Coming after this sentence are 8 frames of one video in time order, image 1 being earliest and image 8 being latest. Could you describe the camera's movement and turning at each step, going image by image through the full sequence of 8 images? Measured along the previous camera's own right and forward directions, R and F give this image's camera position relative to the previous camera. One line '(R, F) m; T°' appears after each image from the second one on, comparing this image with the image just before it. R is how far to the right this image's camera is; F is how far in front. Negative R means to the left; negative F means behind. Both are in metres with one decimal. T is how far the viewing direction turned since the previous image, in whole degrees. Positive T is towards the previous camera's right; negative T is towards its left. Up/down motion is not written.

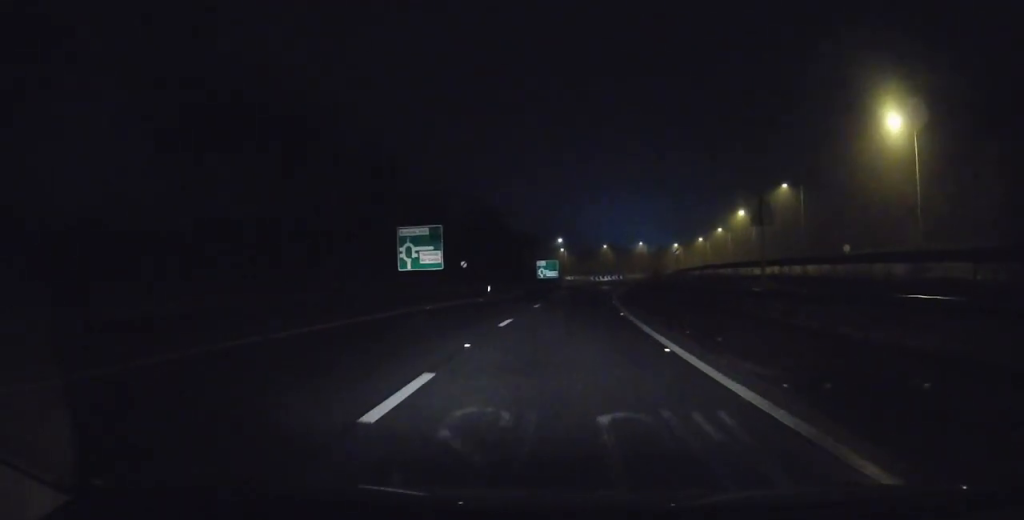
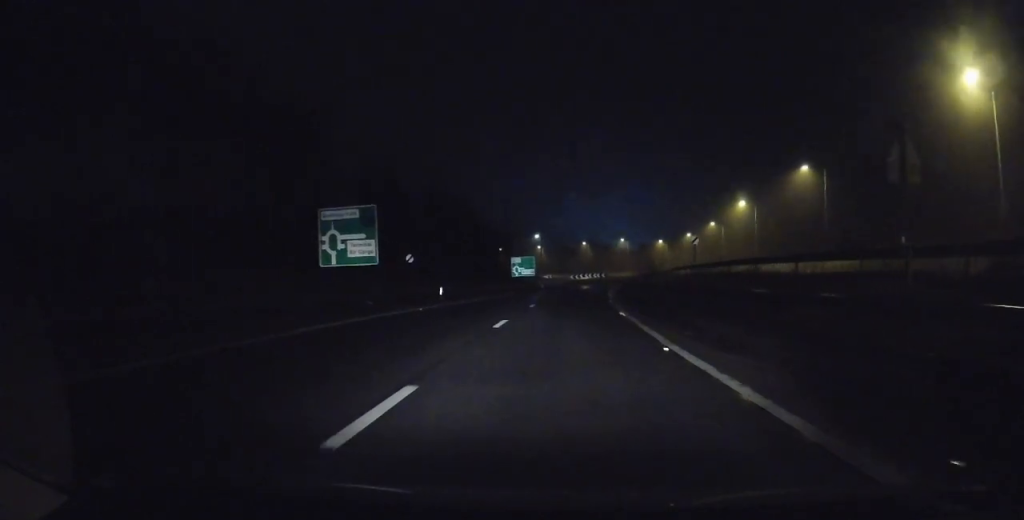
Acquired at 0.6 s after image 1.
(-0.1, +10.3) m; +2°
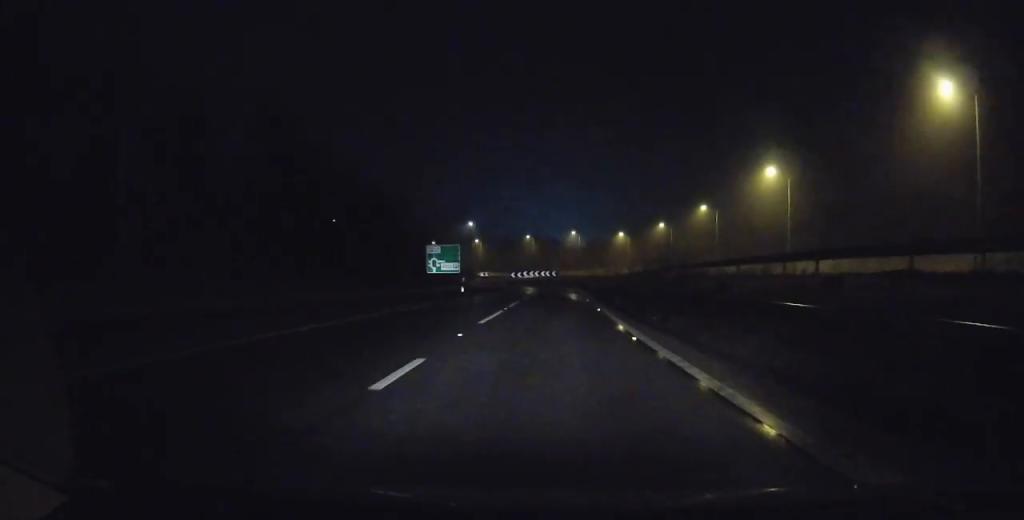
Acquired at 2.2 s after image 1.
(+1.8, +27.3) m; +5°
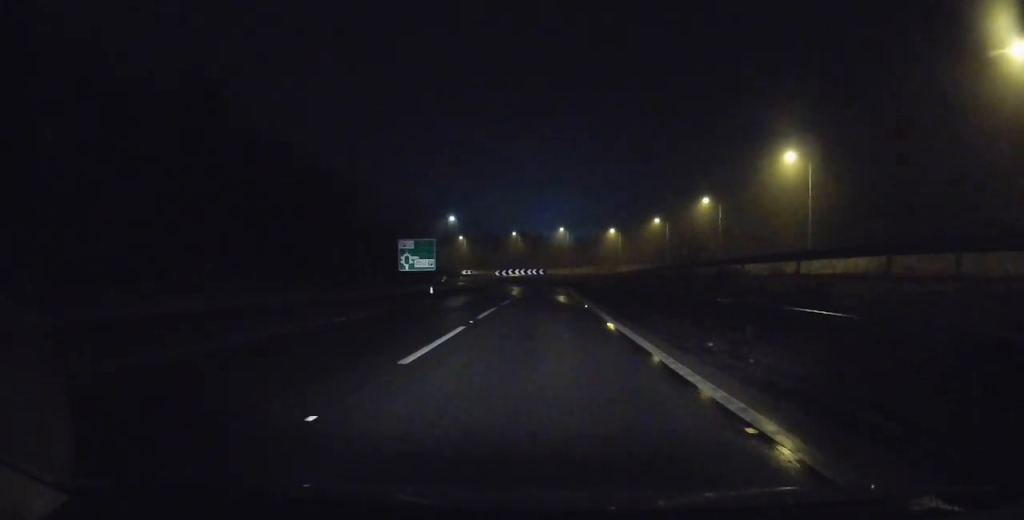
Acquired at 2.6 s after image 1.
(0.0, +7.1) m; +1°
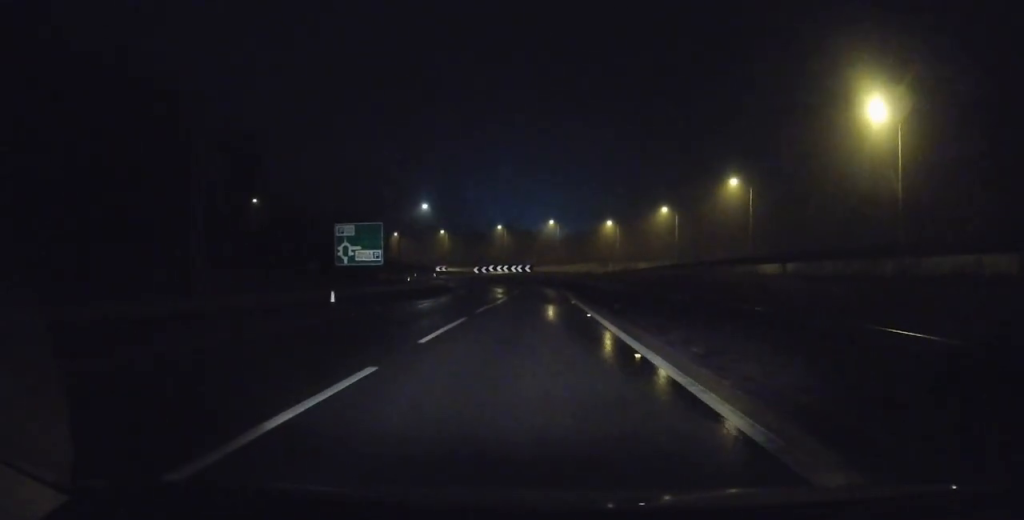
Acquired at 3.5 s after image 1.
(+0.2, +14.8) m; +1°
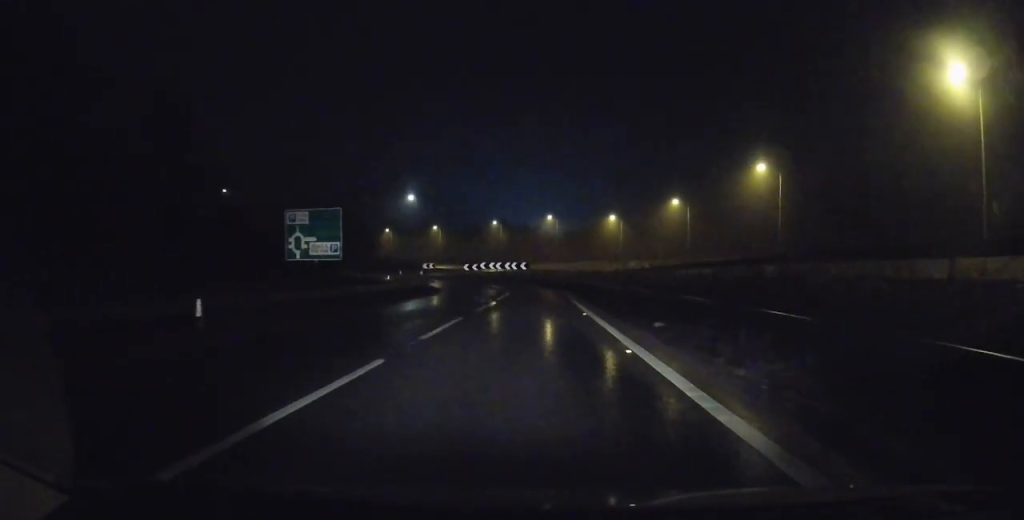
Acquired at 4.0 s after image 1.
(+0.1, +7.7) m; 0°
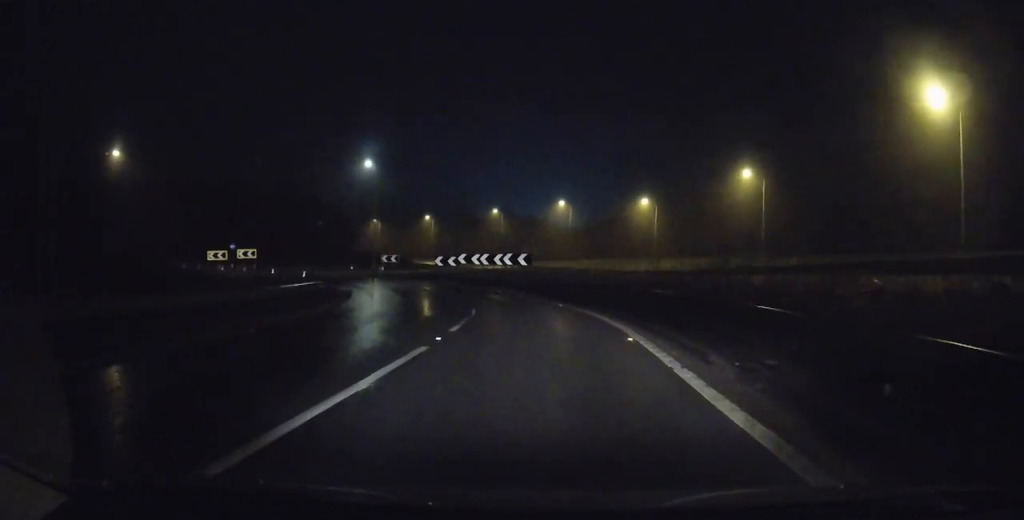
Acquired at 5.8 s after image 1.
(-0.3, +23.4) m; -3°
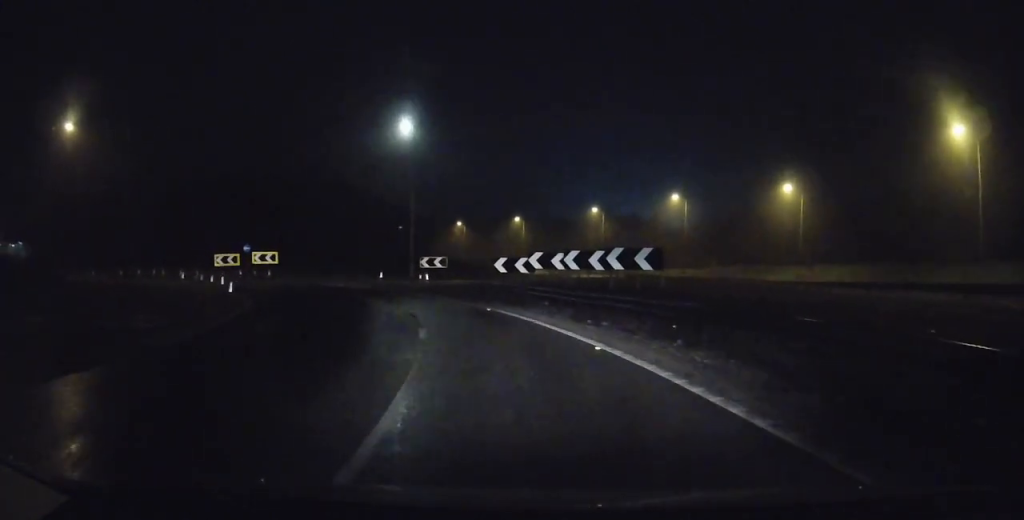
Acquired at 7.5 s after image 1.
(-1.2, +18.4) m; -14°
